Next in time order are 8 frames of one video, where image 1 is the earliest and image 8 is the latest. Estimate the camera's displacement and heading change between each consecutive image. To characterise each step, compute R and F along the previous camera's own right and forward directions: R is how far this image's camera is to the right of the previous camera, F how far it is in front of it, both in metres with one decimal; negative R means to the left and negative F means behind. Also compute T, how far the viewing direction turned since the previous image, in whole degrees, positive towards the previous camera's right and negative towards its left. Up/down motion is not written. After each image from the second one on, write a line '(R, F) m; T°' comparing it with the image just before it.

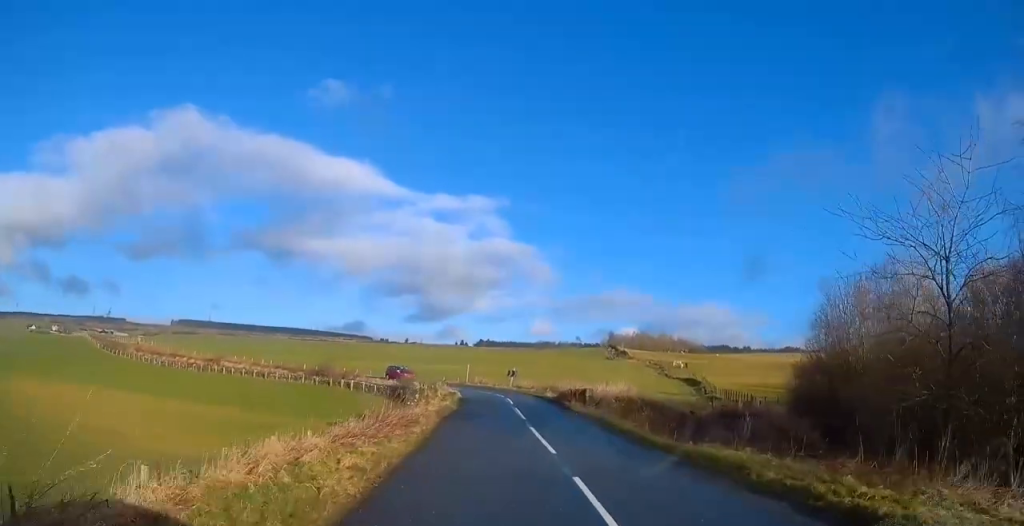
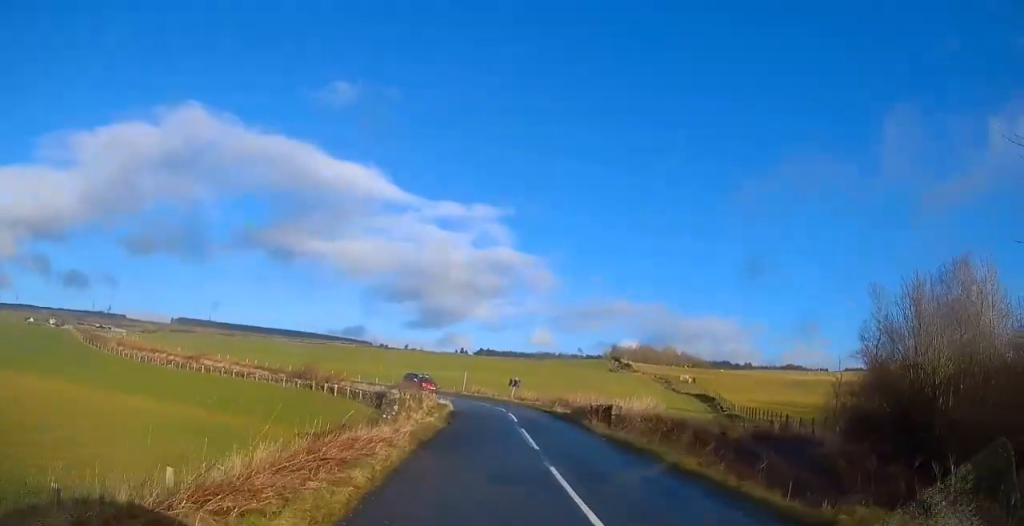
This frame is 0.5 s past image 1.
(0.0, +6.8) m; 0°
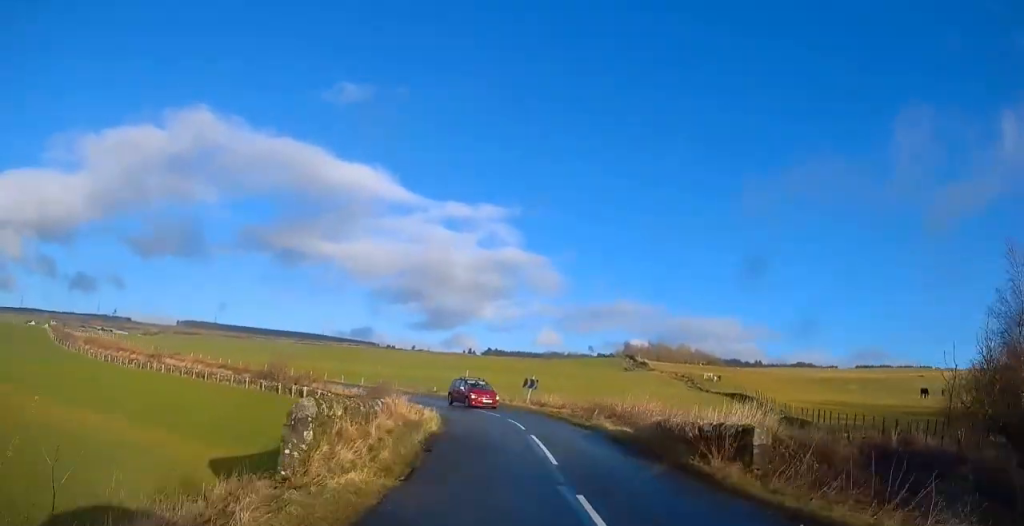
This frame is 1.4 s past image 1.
(-0.1, +12.6) m; 0°
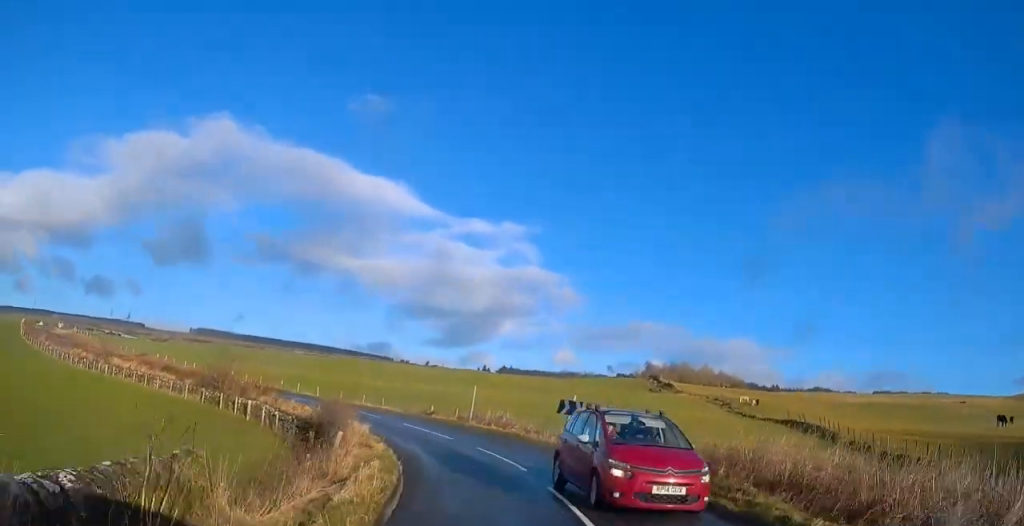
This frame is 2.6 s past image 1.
(0.0, +14.1) m; -2°
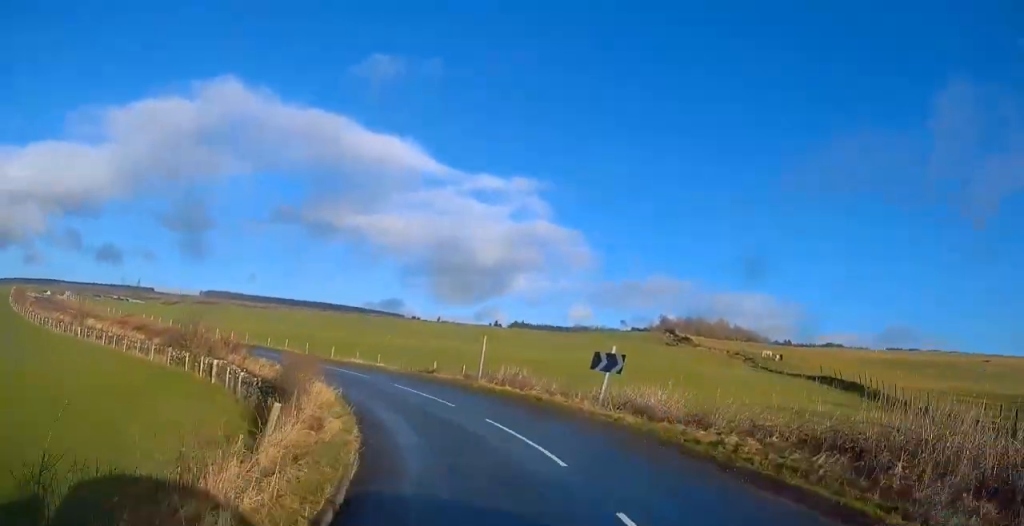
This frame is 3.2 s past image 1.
(-0.2, +6.0) m; -1°
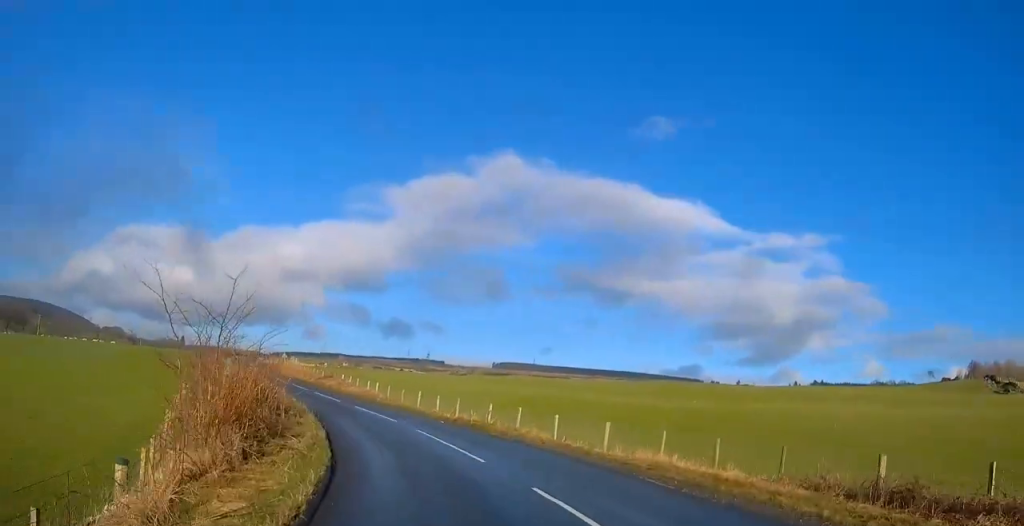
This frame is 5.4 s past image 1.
(-3.3, +22.1) m; -32°
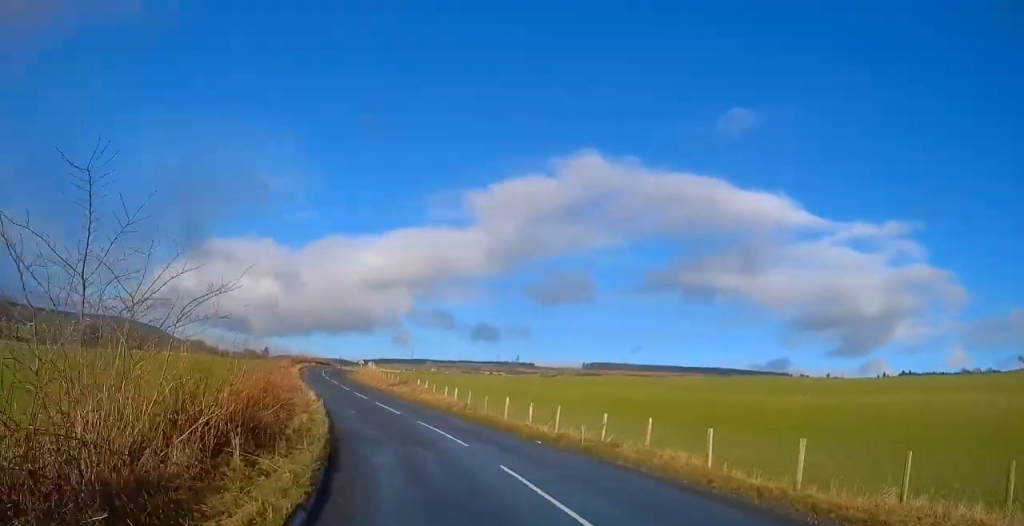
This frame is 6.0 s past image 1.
(-1.6, +7.0) m; -9°
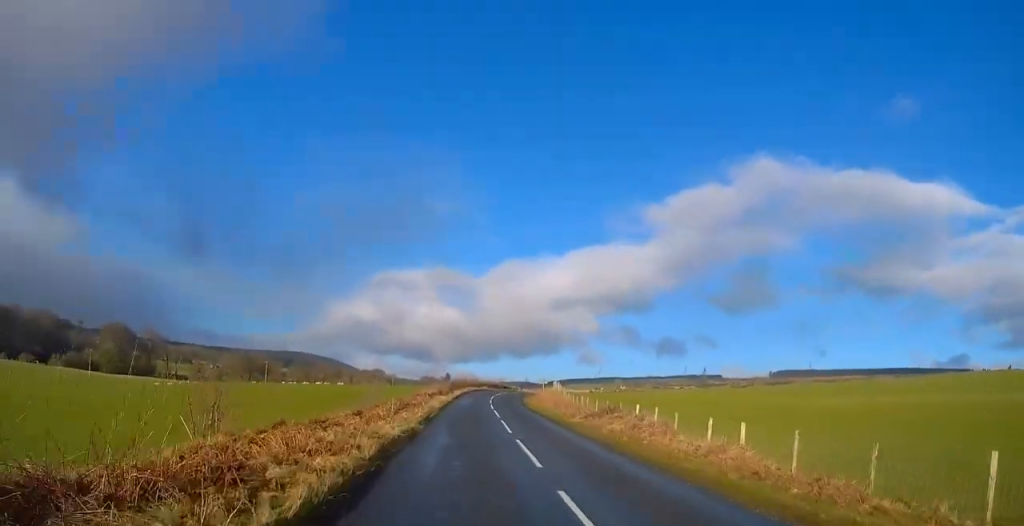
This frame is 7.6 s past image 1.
(-1.9, +19.4) m; -6°
